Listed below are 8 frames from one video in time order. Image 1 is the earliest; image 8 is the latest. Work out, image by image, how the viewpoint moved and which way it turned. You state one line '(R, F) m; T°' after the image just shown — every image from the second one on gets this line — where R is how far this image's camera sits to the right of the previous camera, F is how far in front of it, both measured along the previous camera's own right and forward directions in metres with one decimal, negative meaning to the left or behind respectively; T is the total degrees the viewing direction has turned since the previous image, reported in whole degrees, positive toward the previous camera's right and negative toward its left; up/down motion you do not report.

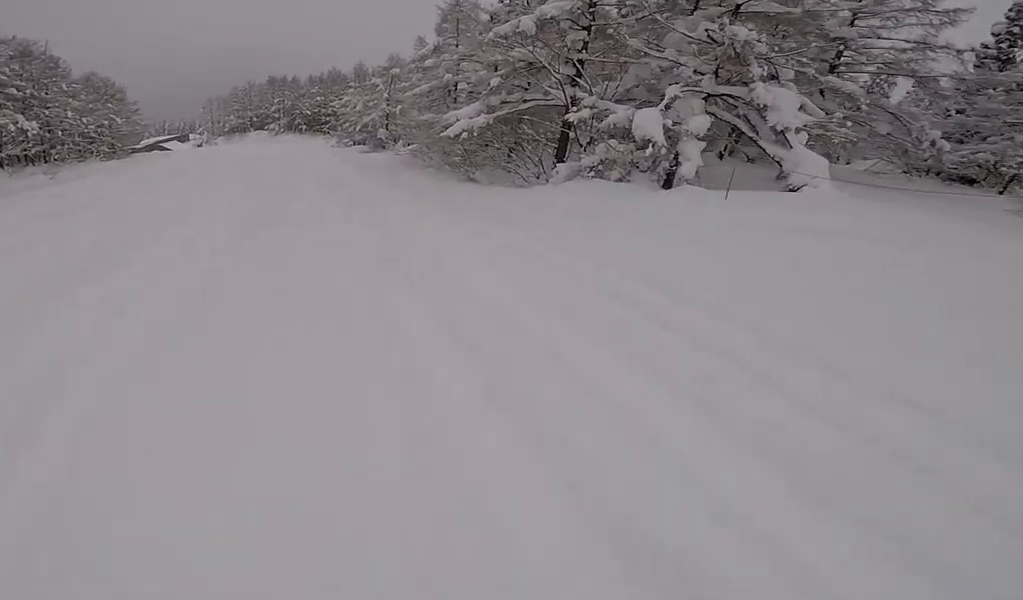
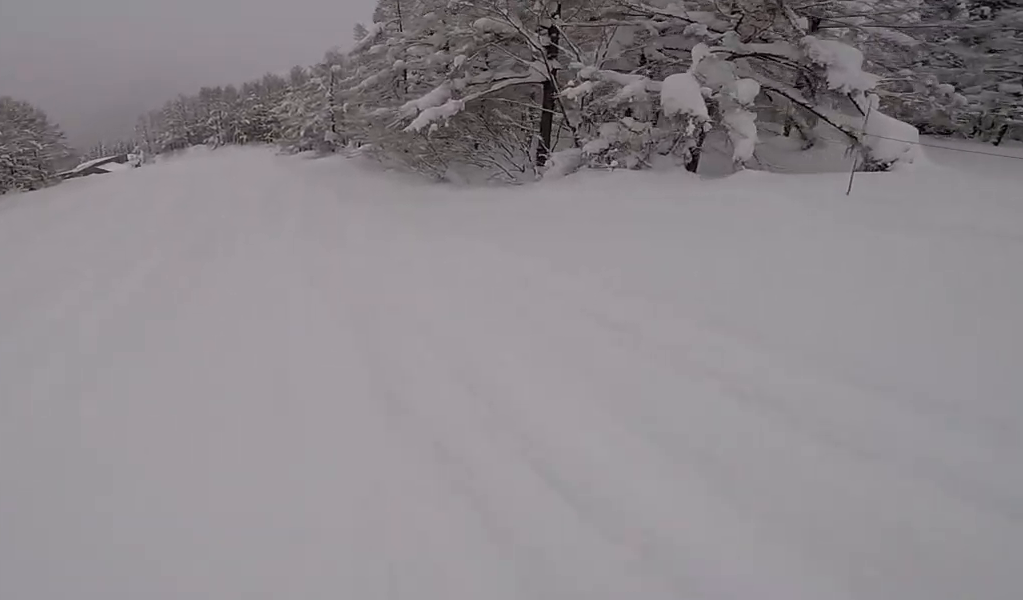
(-0.4, +3.9) m; 0°
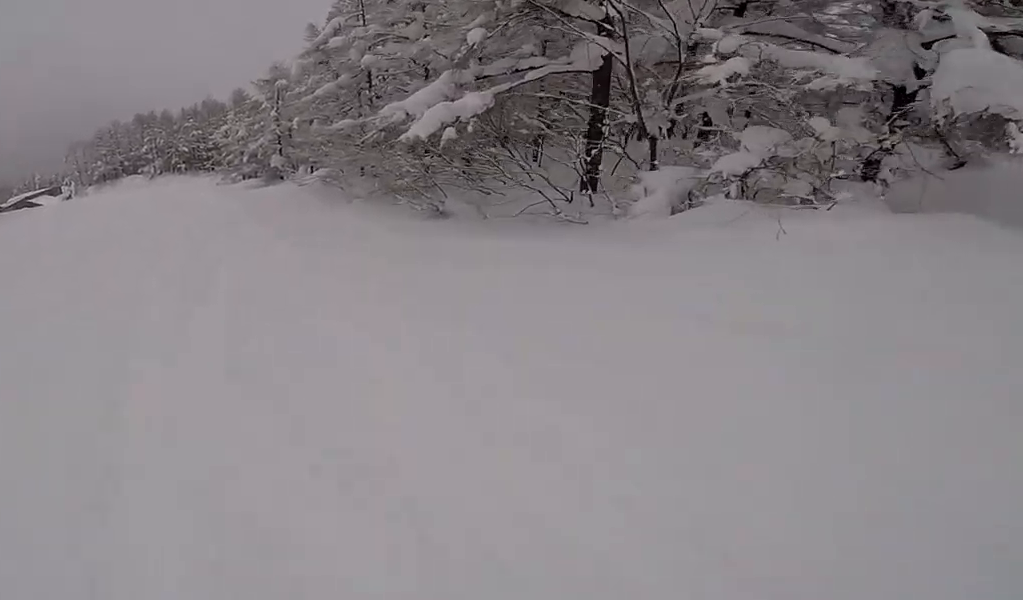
(+0.8, +5.6) m; 0°
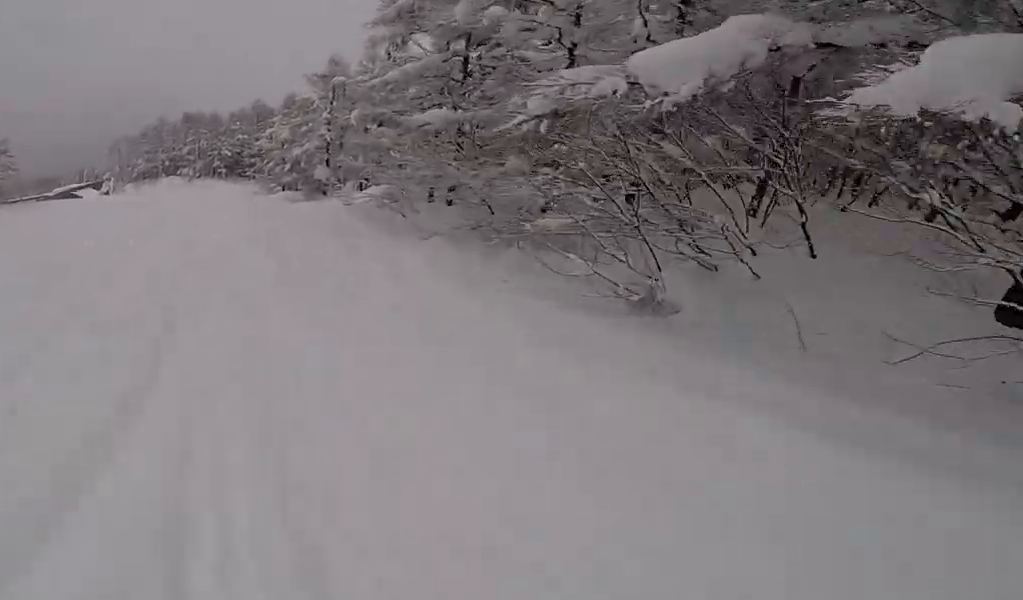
(-0.3, +6.6) m; -4°
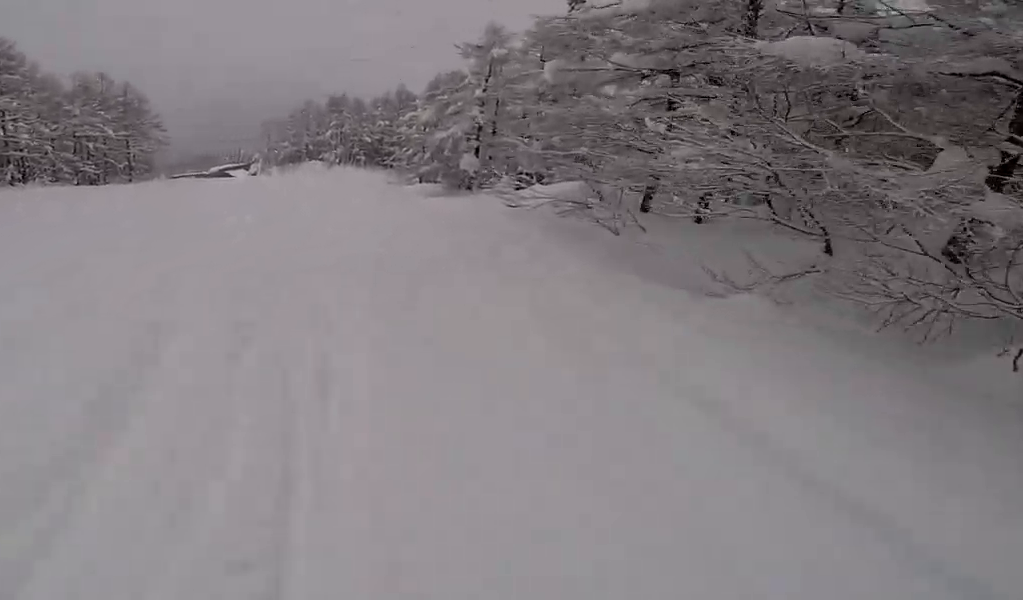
(-0.4, +5.9) m; -6°
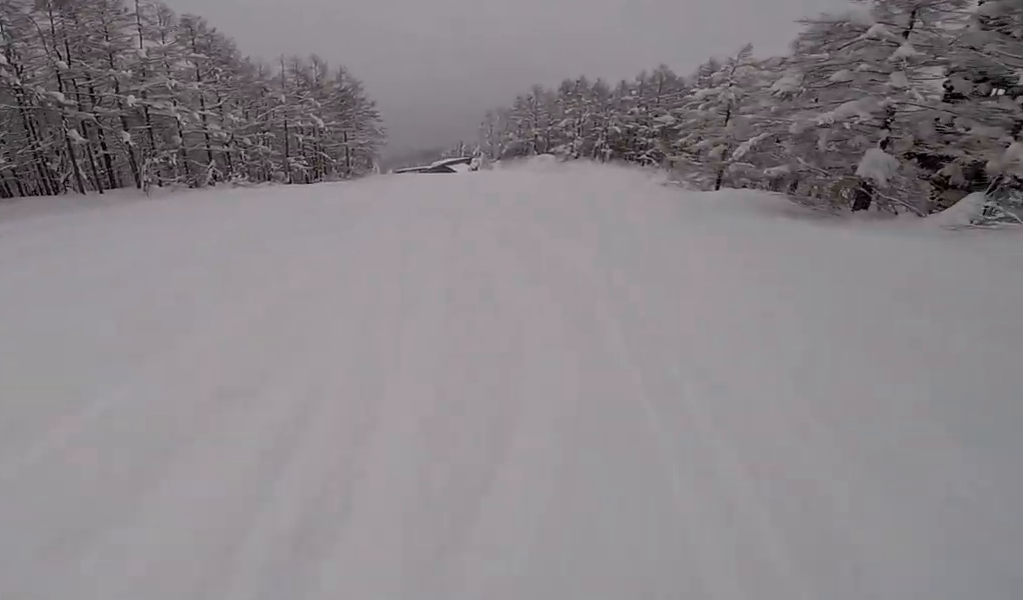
(-0.7, +9.4) m; -11°
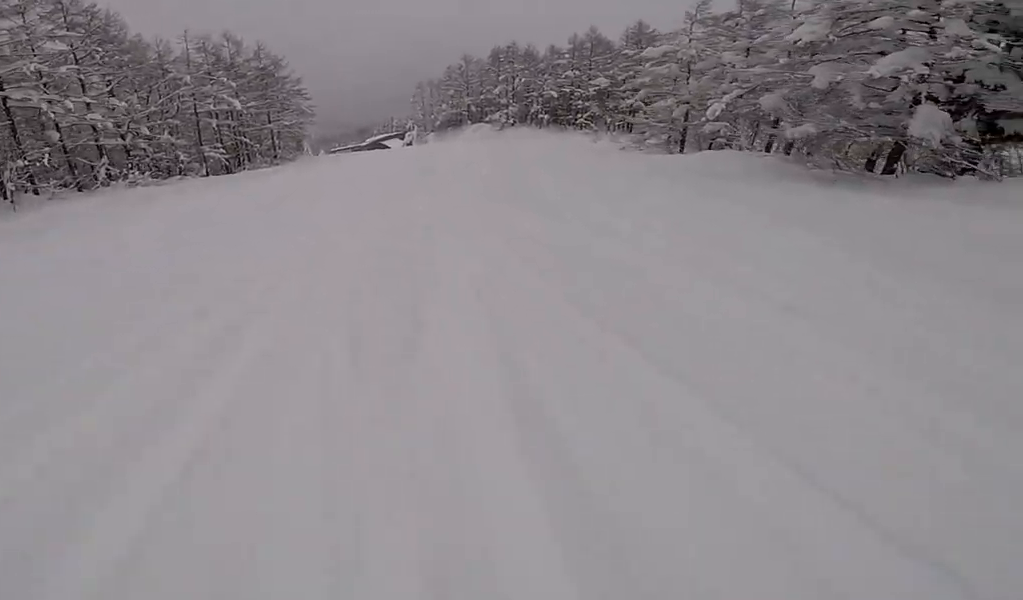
(-0.8, +4.3) m; -3°
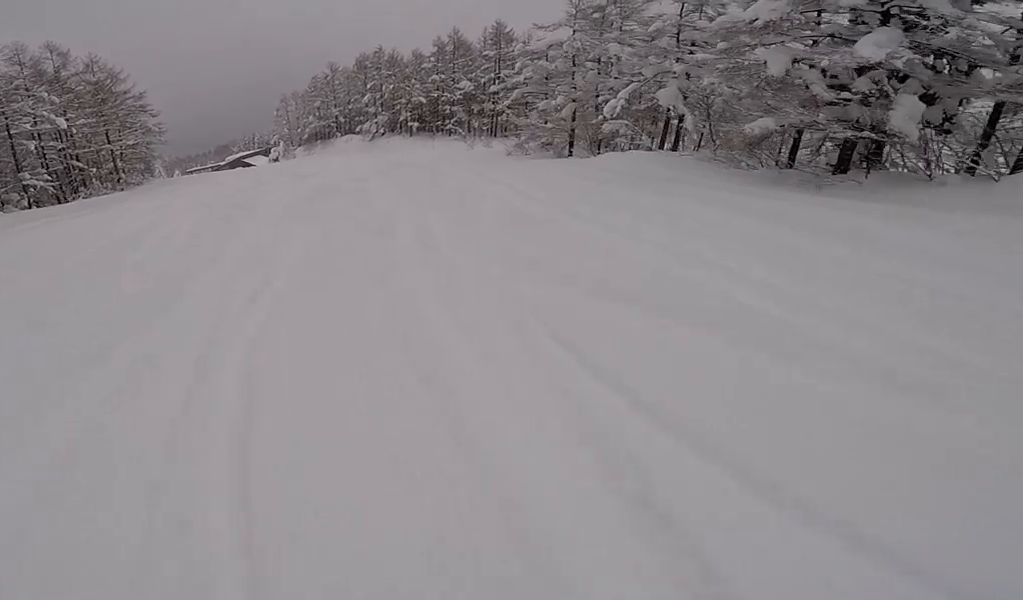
(+0.2, +4.1) m; +4°
